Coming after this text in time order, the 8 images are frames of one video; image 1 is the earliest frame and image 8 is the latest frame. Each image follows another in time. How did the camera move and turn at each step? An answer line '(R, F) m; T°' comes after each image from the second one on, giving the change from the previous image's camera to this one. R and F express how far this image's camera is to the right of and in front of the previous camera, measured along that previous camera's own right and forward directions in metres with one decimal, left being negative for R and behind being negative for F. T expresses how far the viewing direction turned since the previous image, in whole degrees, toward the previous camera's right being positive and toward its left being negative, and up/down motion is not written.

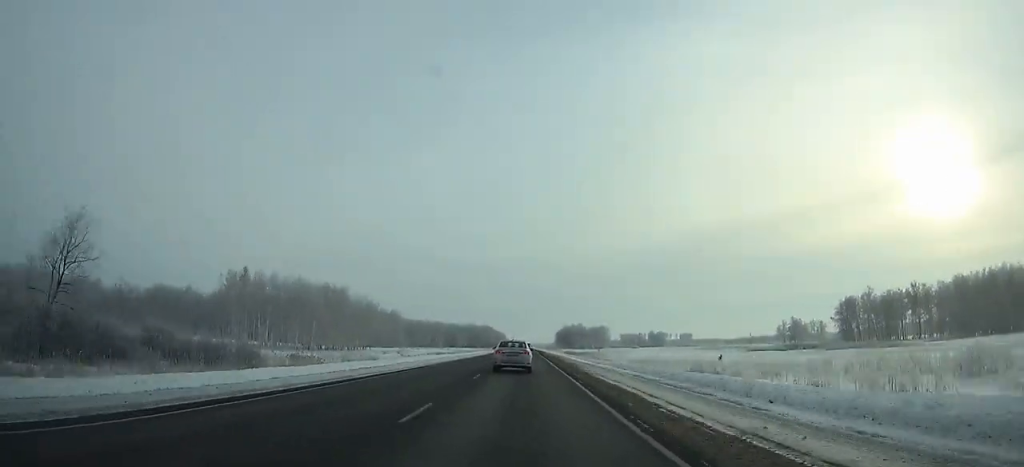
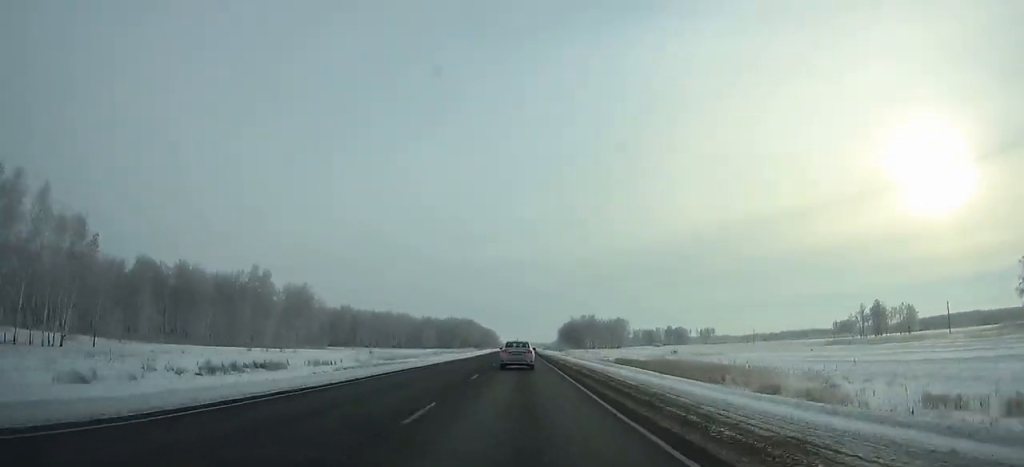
(+0.3, +106.1) m; 0°
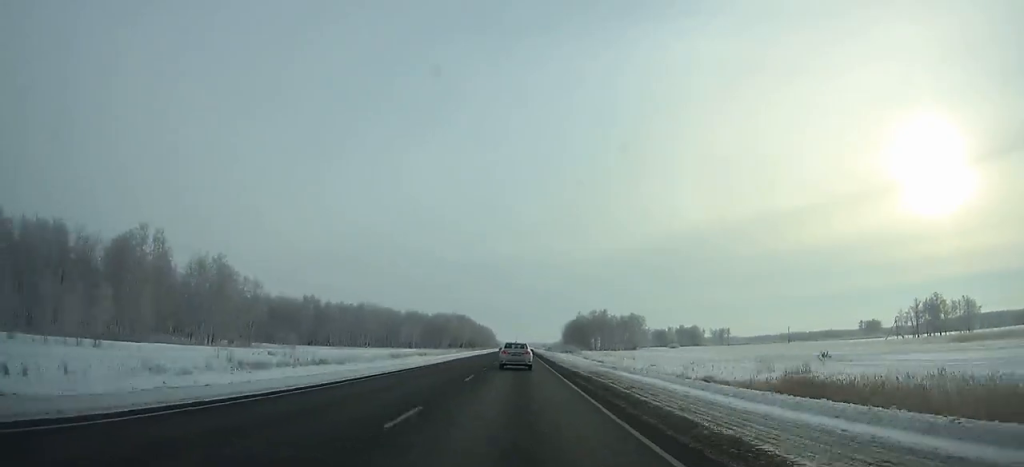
(0.0, +47.3) m; 0°
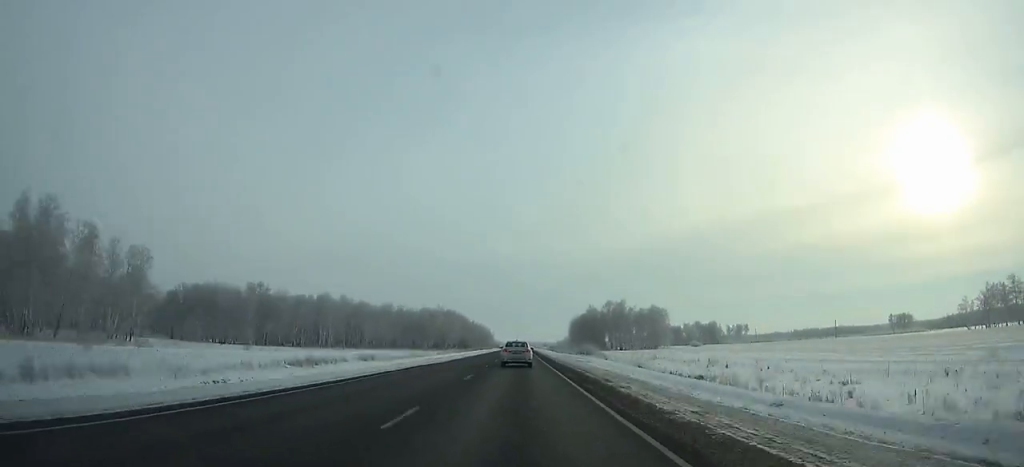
(0.0, +47.2) m; 0°
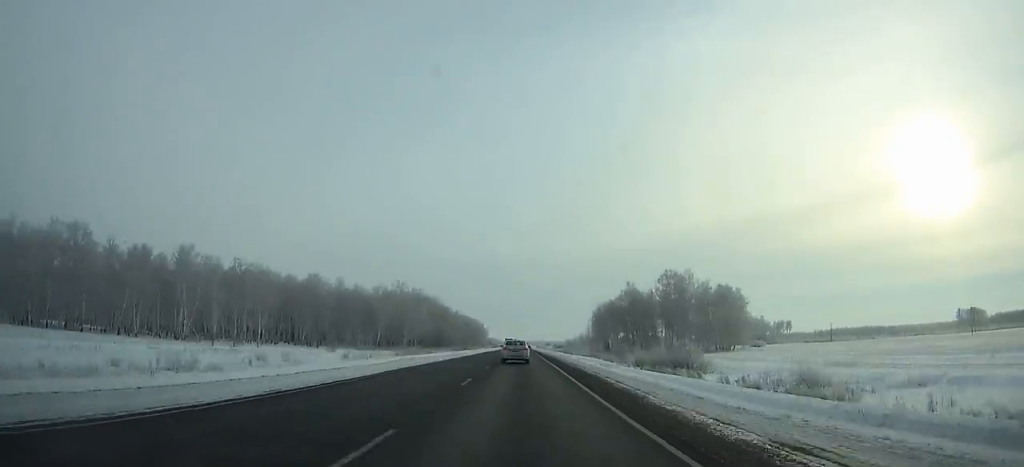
(-0.1, +85.9) m; 0°
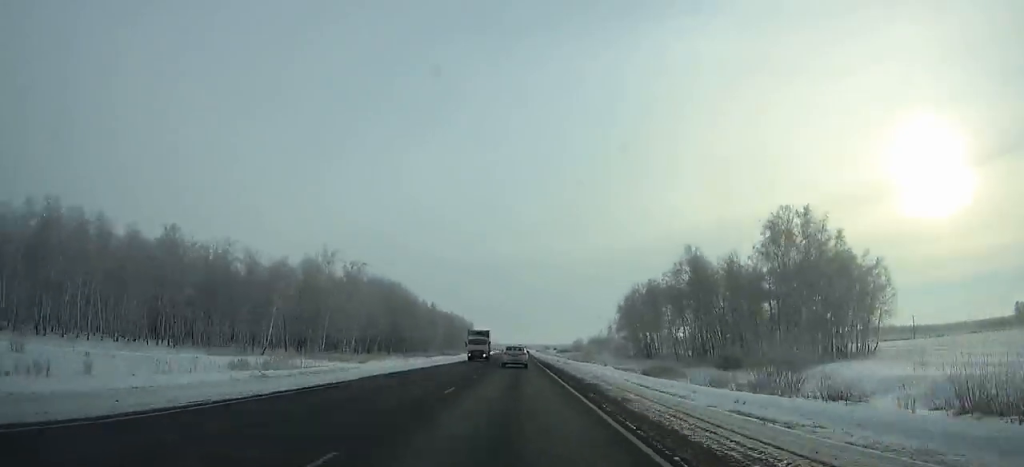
(-0.1, +60.9) m; 0°
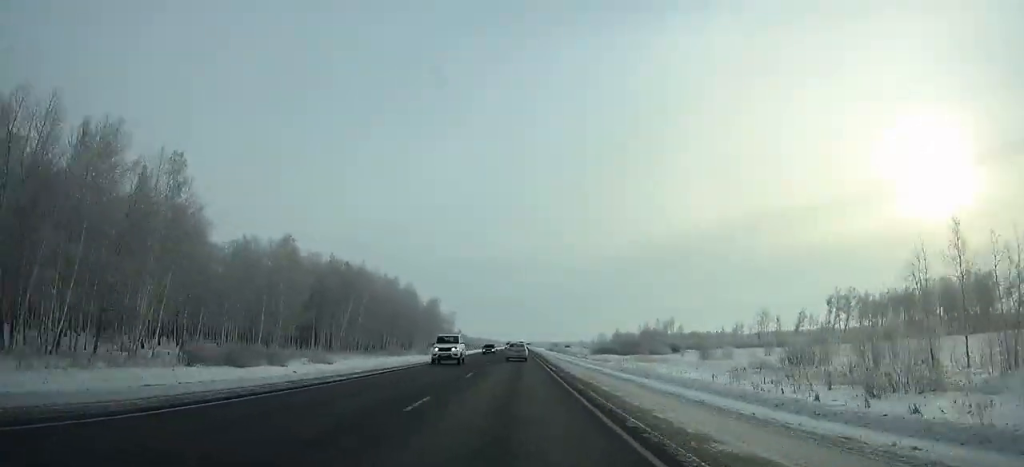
(0.0, +146.3) m; 0°
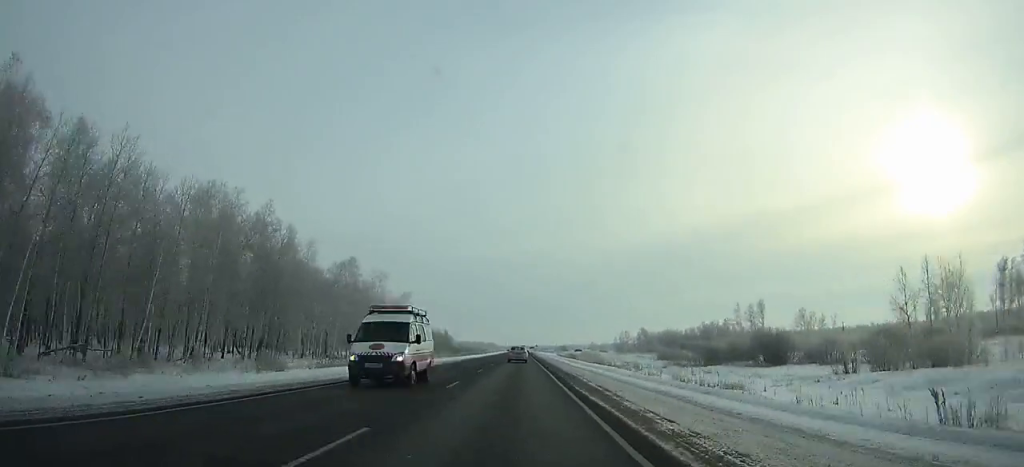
(0.0, +87.5) m; 0°
